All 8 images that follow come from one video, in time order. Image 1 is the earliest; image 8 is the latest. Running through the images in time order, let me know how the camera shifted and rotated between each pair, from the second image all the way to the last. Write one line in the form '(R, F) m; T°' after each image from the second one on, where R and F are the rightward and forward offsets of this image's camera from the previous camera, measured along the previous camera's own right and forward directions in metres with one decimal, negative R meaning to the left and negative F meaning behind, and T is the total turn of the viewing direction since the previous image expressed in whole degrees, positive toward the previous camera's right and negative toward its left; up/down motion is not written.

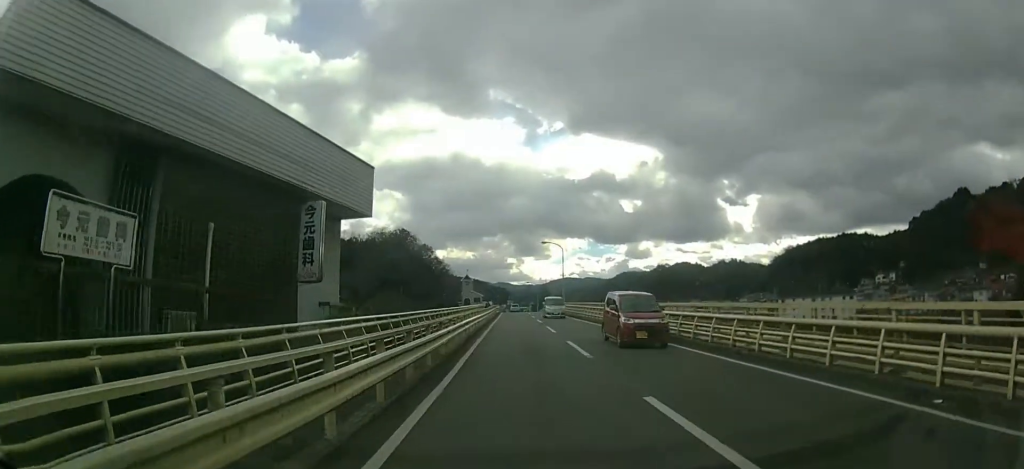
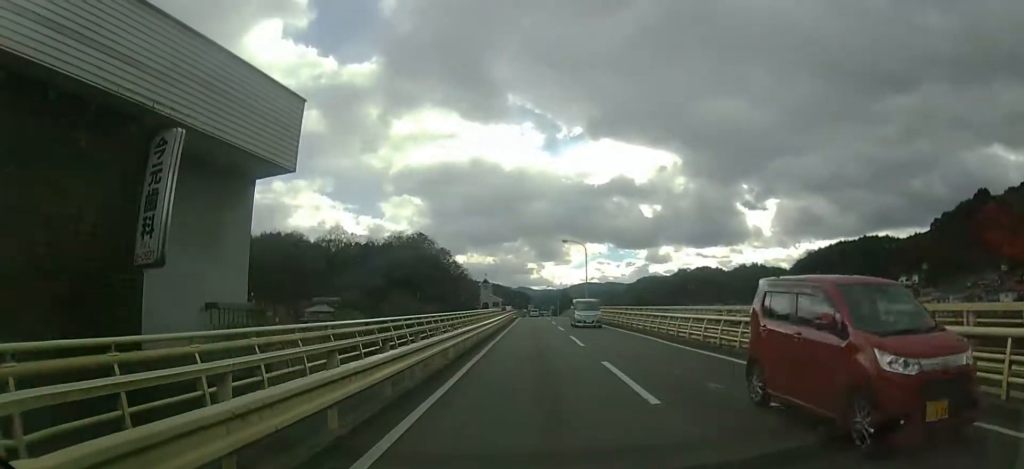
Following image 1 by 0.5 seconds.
(0.0, +5.7) m; -3°
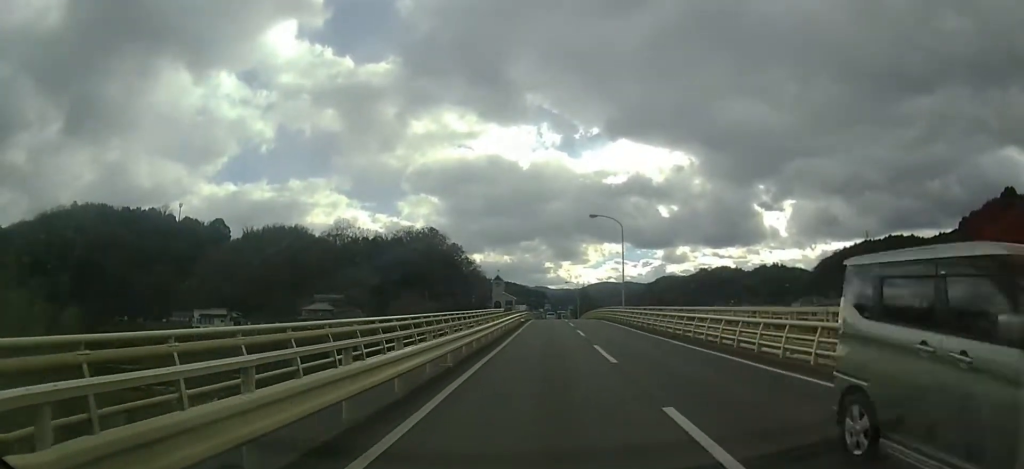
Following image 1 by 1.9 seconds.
(-1.0, +15.3) m; -7°
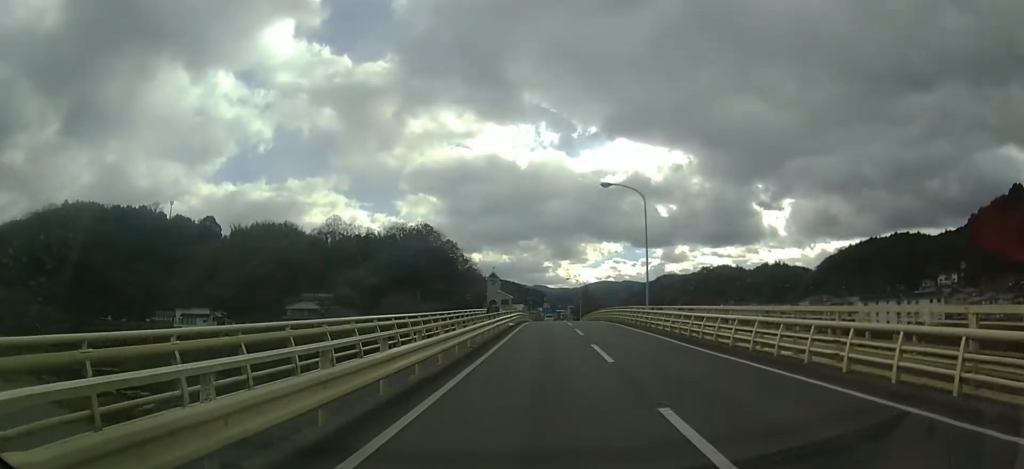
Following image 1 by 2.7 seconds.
(-0.2, +10.1) m; -1°
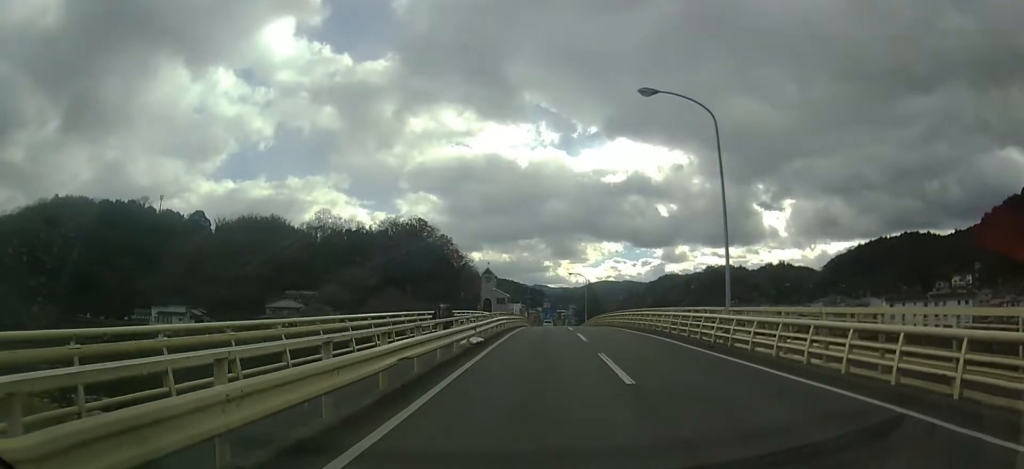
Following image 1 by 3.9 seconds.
(0.0, +13.3) m; 0°
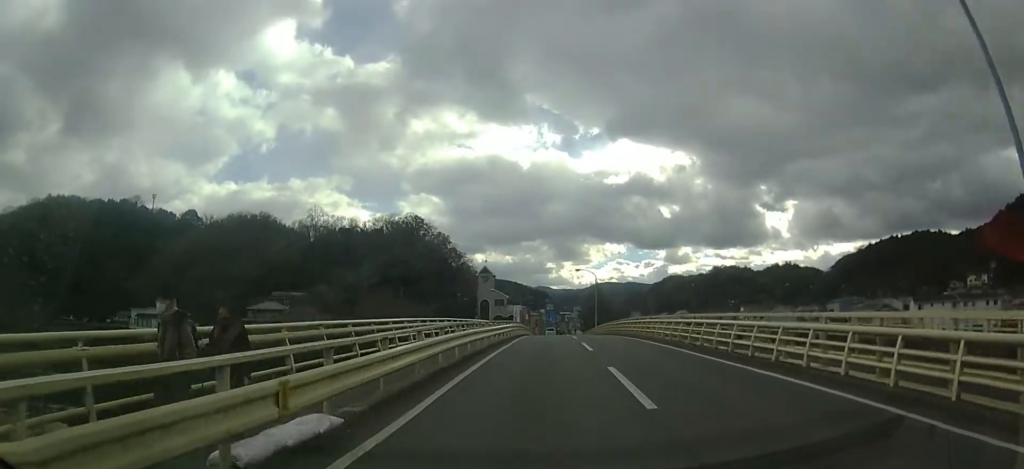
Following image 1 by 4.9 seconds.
(0.0, +12.0) m; 0°
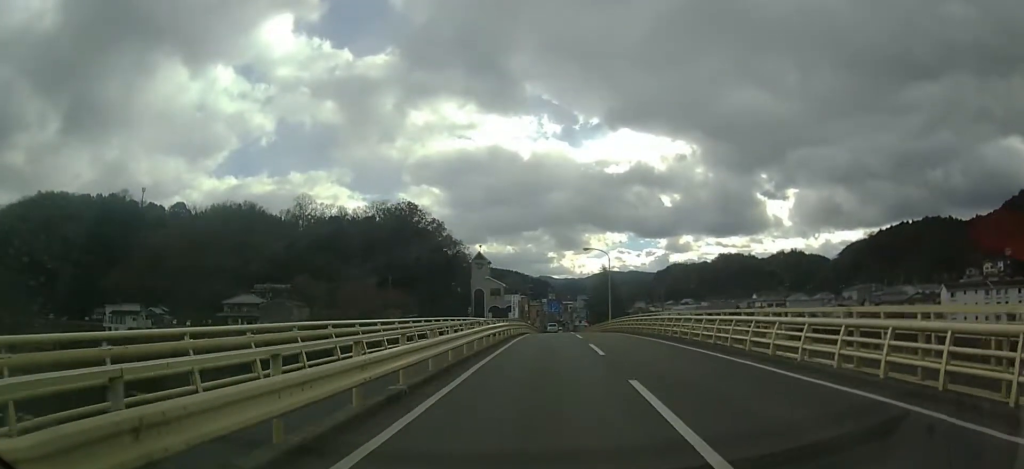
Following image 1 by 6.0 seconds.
(-0.1, +13.6) m; 0°
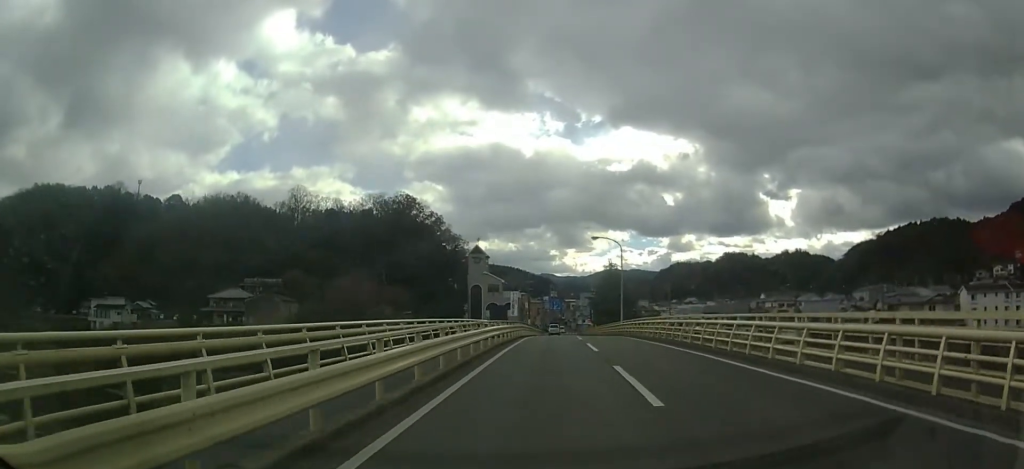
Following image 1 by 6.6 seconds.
(+0.1, +7.6) m; 0°
